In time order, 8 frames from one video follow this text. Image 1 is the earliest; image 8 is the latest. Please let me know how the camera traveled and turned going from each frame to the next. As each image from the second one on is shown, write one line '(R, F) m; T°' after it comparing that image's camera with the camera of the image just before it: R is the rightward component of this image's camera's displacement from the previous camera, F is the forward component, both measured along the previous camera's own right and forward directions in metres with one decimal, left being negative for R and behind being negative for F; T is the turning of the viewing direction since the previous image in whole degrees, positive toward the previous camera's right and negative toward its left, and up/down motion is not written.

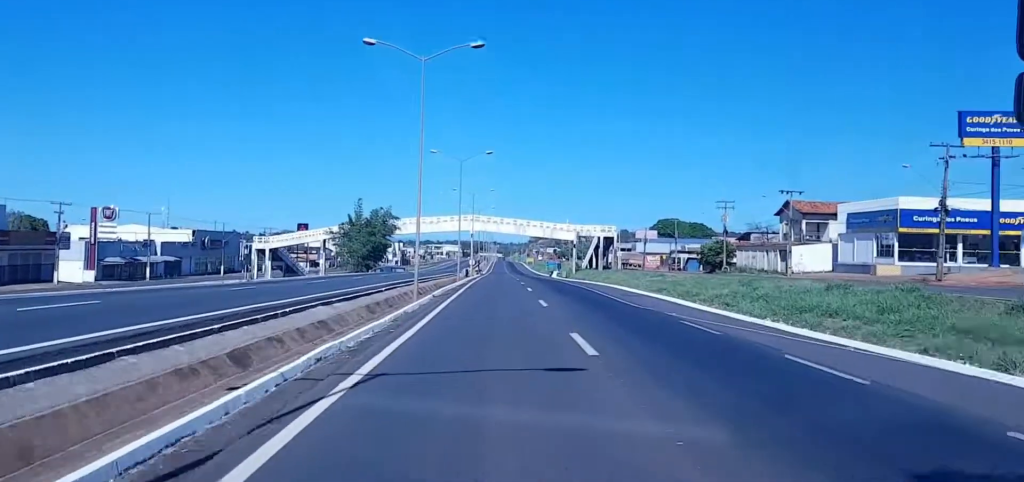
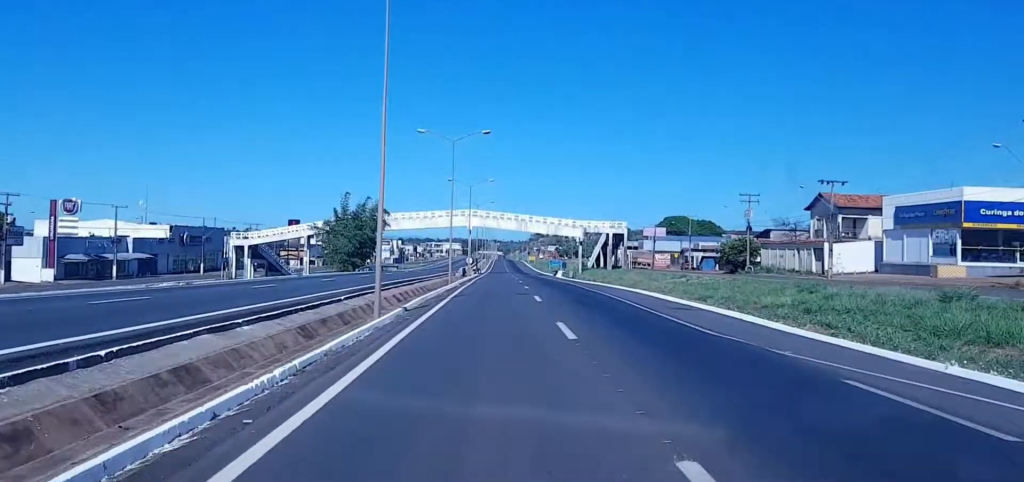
(-0.1, +12.8) m; 0°
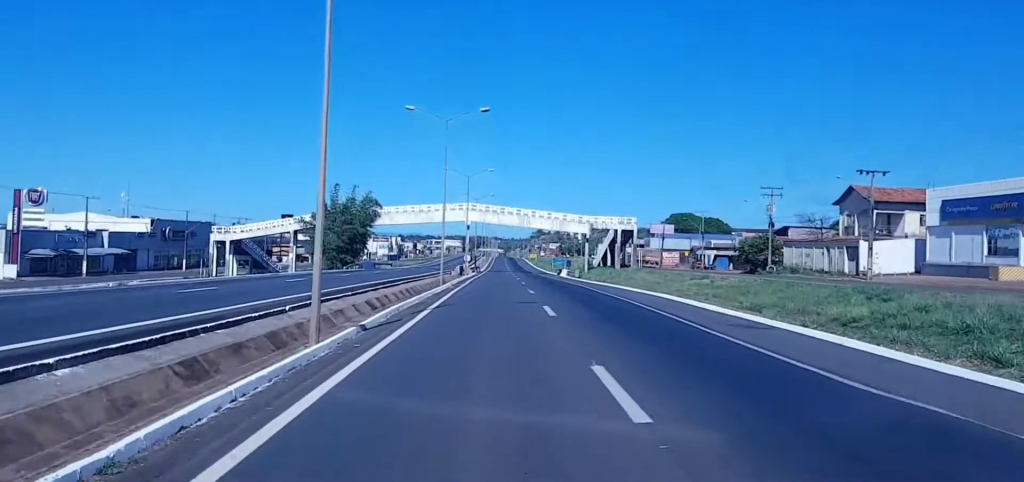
(0.0, +9.7) m; 0°
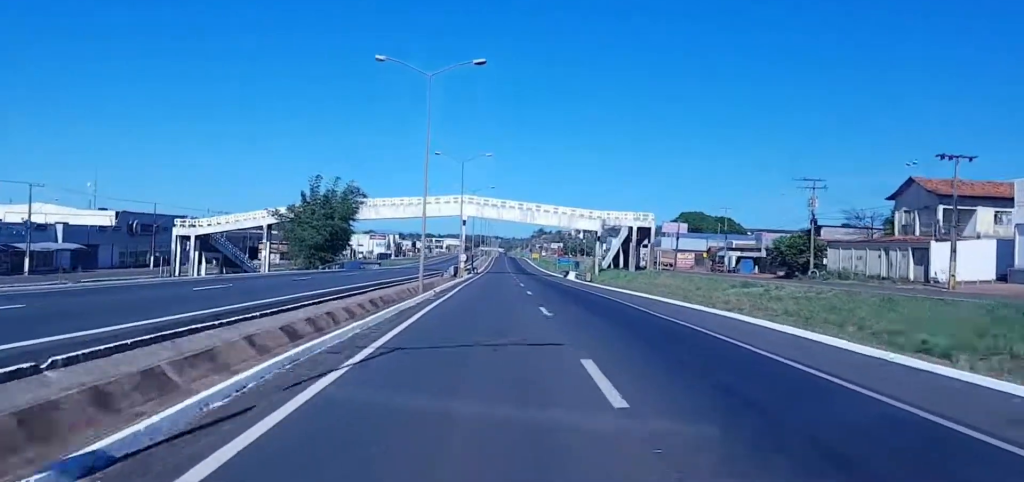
(0.0, +15.1) m; -2°
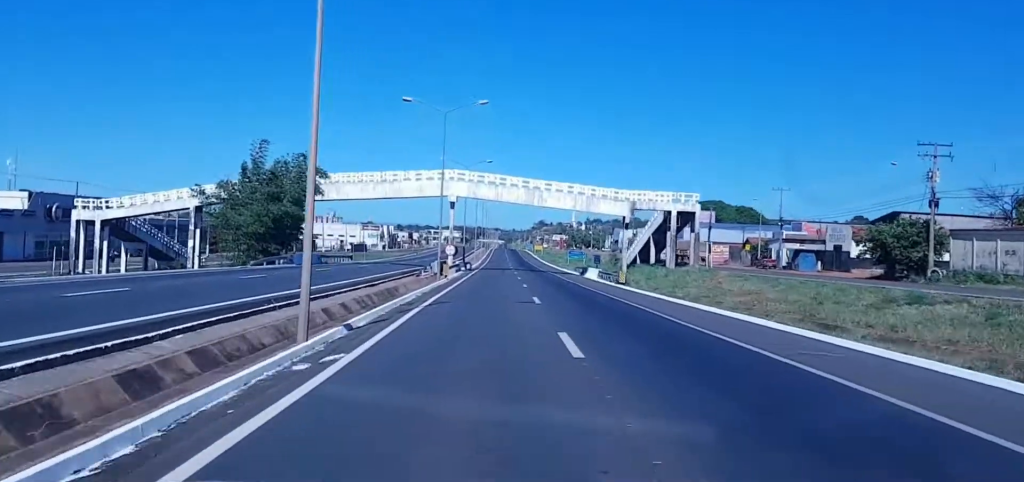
(-0.7, +27.1) m; 0°
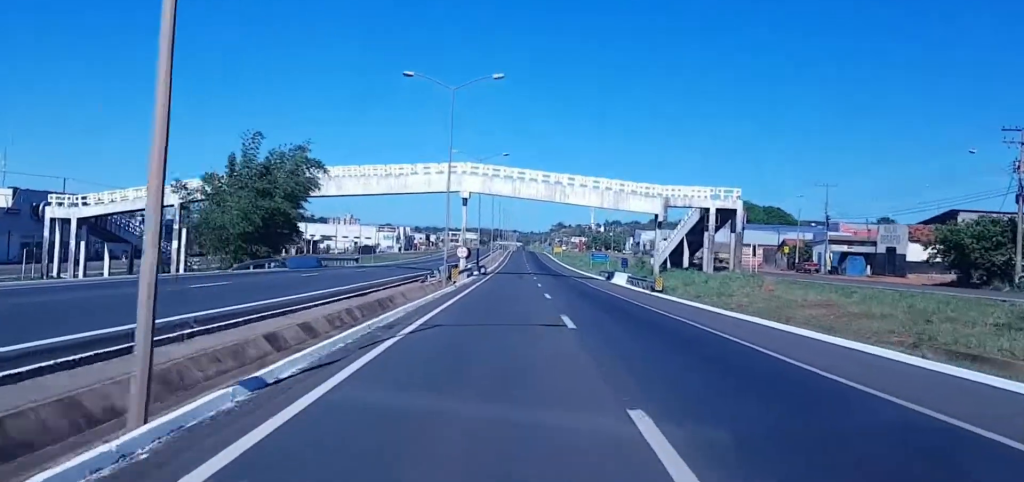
(+0.3, +9.3) m; +1°
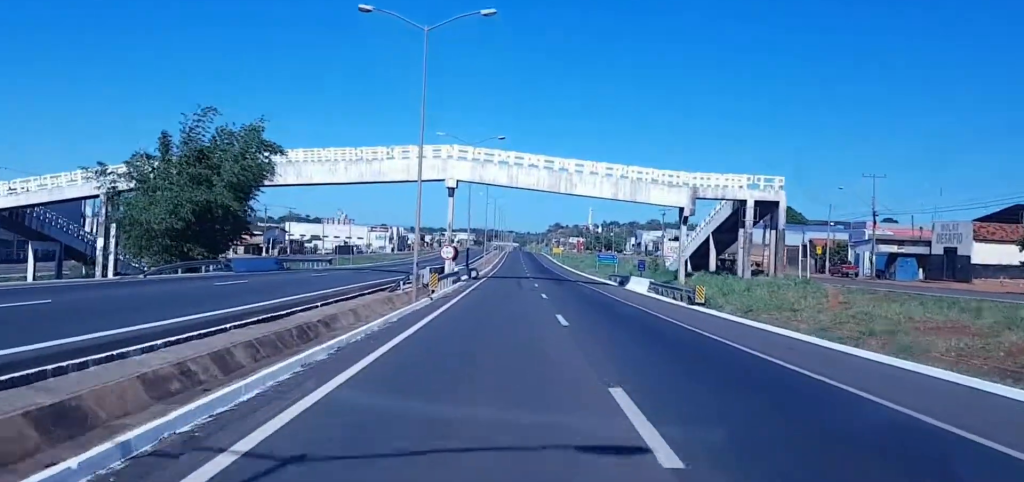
(+0.2, +13.8) m; +1°
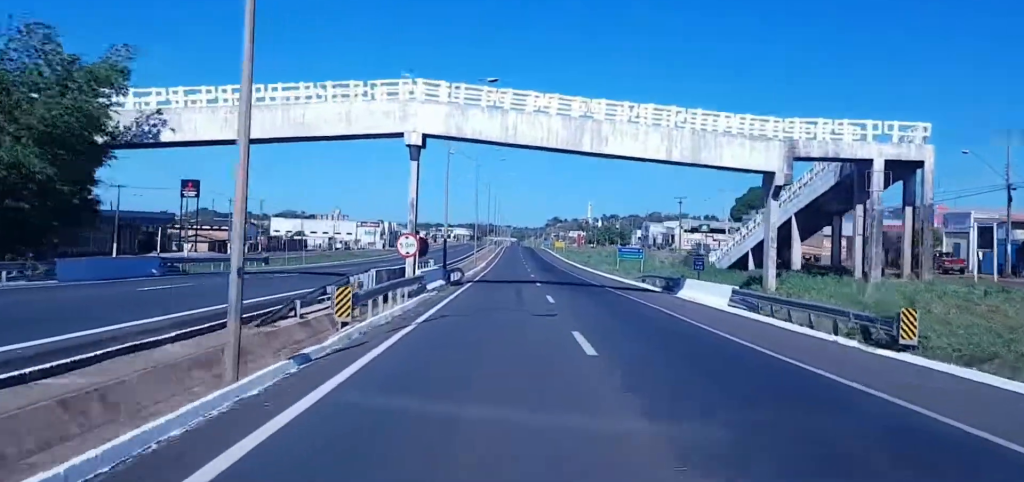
(0.0, +23.6) m; +1°
